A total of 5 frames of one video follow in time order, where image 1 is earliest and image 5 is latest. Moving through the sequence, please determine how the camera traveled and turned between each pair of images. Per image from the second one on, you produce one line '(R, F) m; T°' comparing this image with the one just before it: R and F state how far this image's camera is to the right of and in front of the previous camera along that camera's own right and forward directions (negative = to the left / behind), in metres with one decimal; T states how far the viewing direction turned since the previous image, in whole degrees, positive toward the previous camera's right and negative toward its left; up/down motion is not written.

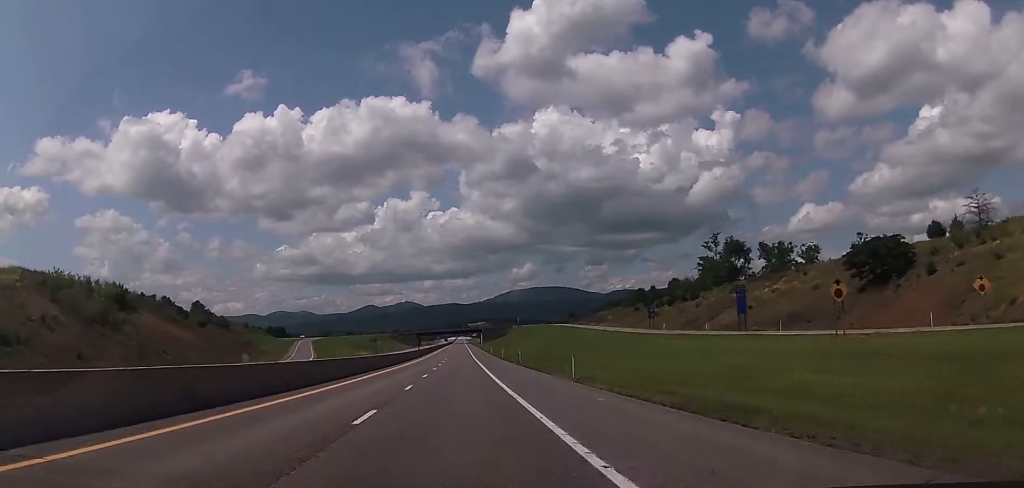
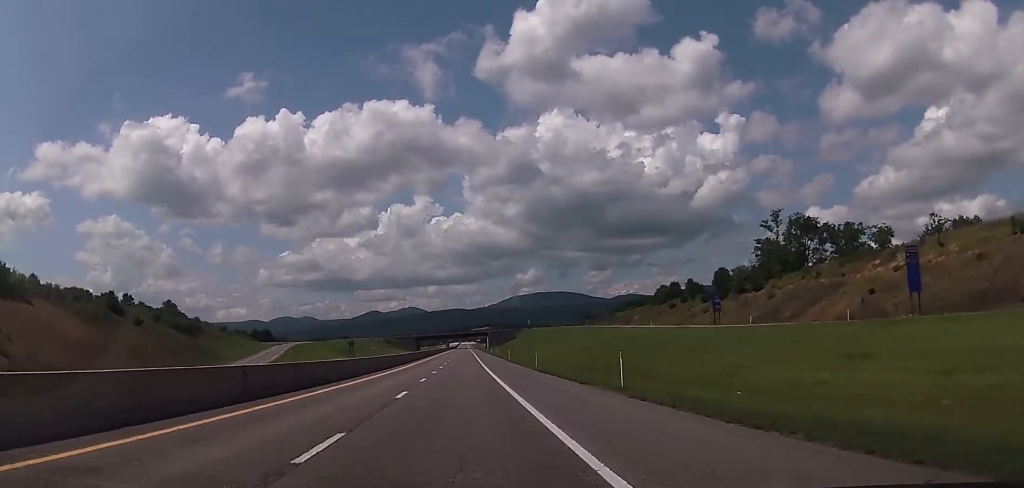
(-0.5, +41.4) m; 0°
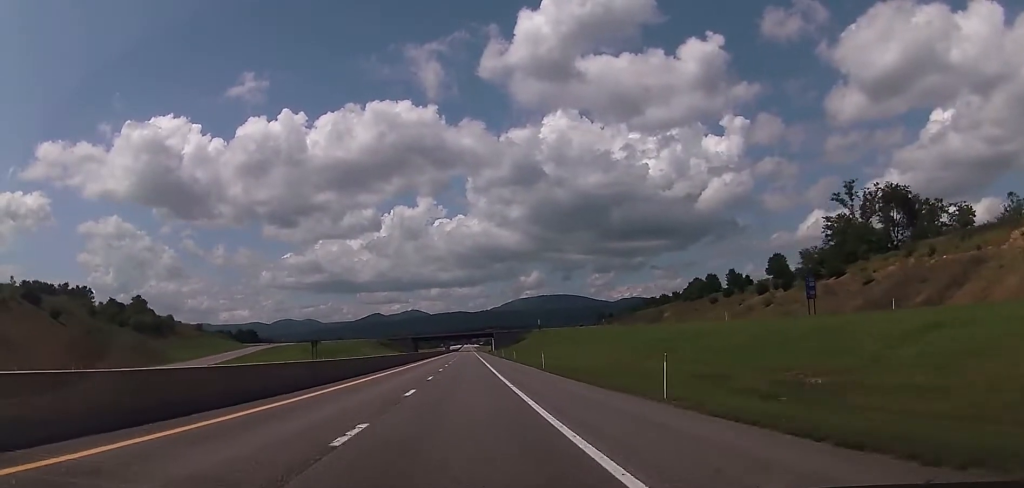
(+0.5, +34.9) m; 0°
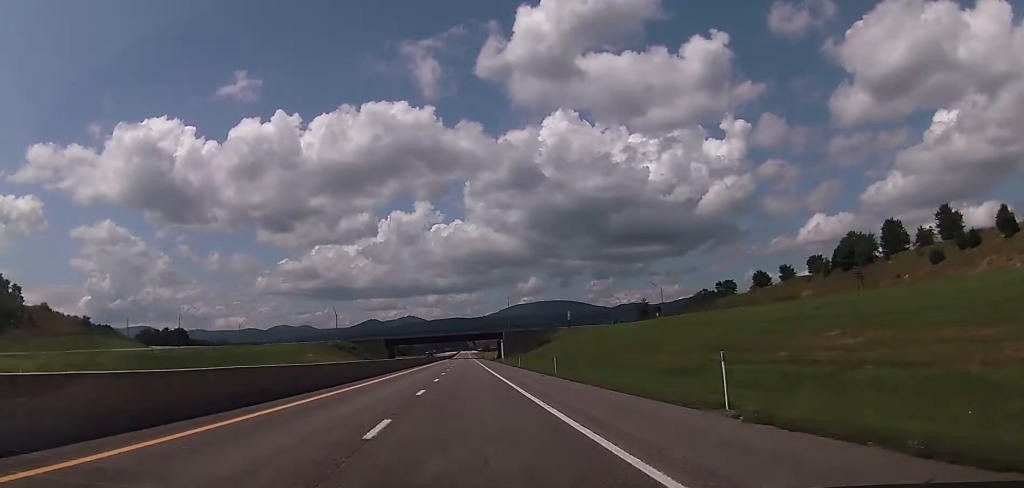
(-0.4, +97.0) m; 0°
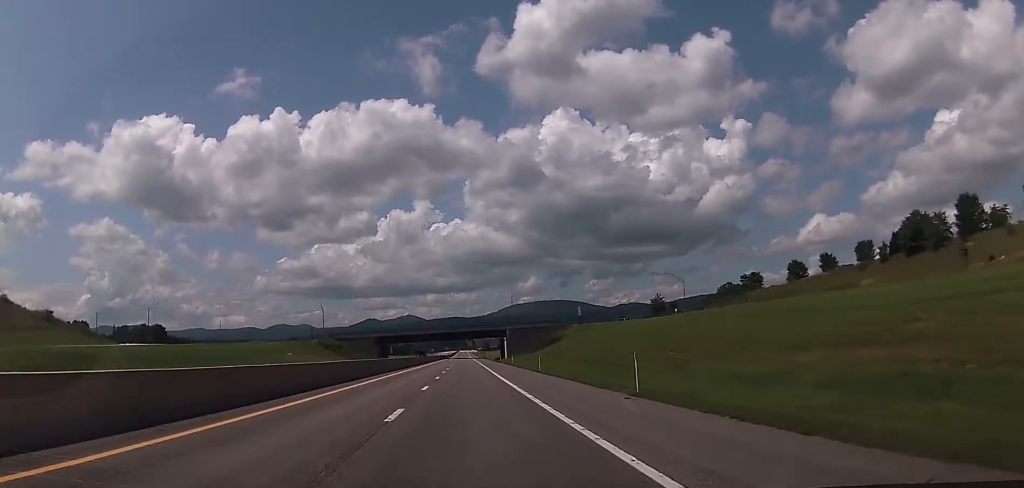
(+0.3, +21.9) m; 0°
